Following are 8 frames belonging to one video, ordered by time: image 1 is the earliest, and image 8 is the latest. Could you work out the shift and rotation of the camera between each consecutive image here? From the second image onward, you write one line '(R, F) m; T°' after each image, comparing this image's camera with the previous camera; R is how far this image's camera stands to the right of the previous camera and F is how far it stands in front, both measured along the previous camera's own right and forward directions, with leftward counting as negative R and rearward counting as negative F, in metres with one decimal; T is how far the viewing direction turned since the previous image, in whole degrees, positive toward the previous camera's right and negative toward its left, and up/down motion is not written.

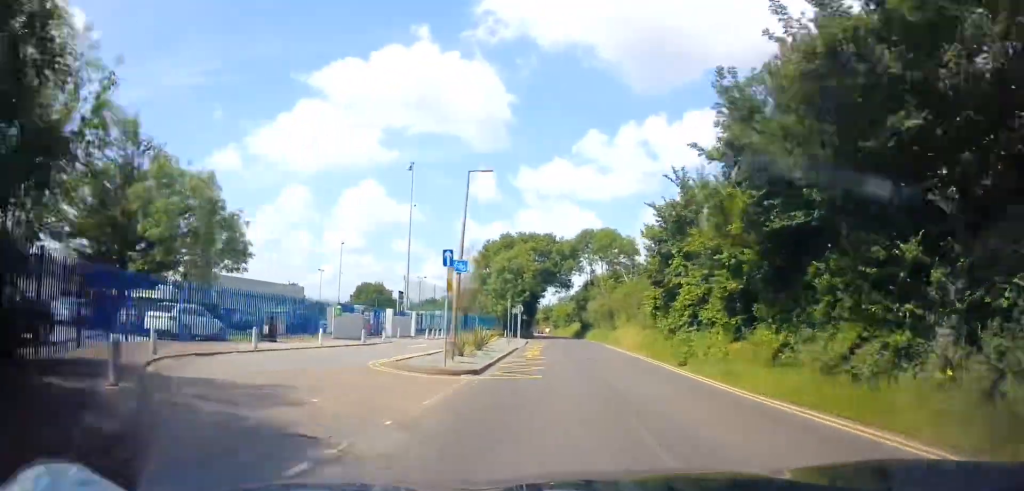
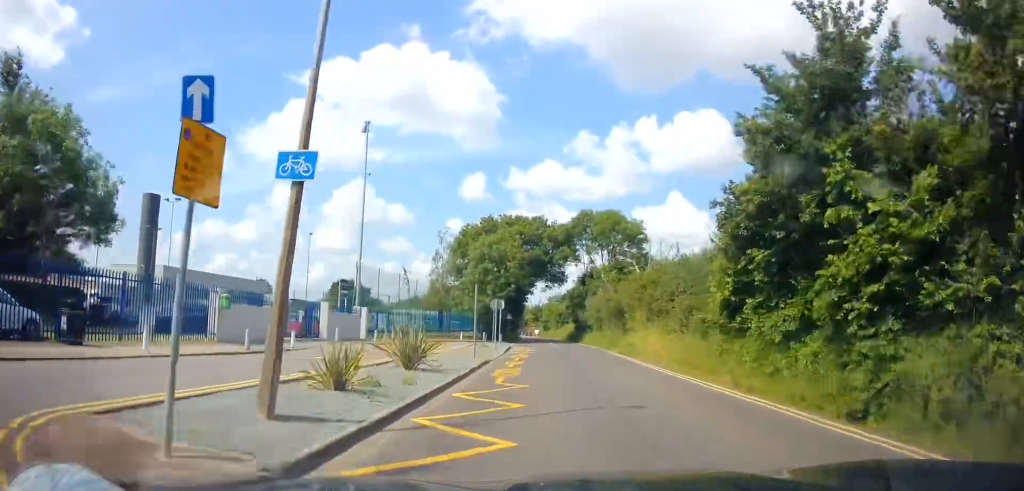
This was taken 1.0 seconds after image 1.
(0.0, +10.5) m; +3°
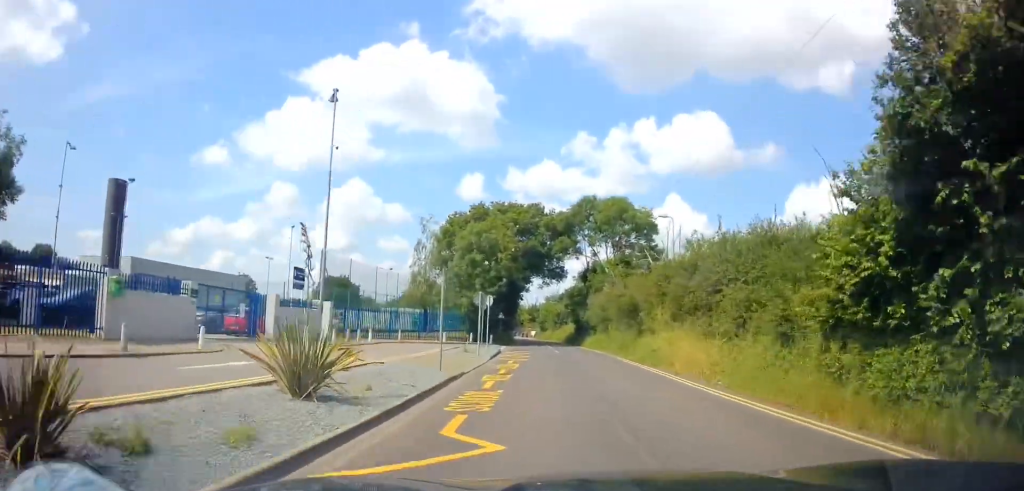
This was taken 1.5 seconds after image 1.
(+0.2, +6.2) m; +2°
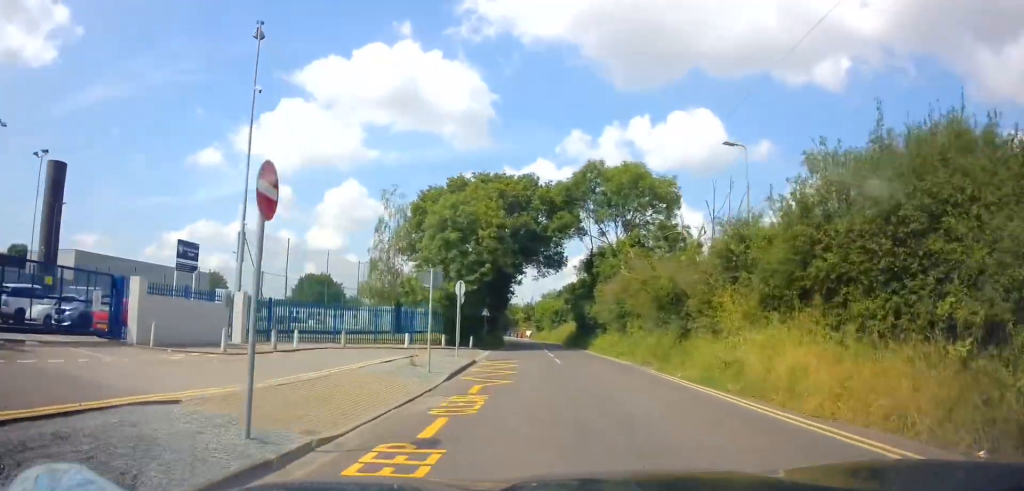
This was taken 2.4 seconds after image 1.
(+0.2, +9.4) m; +1°
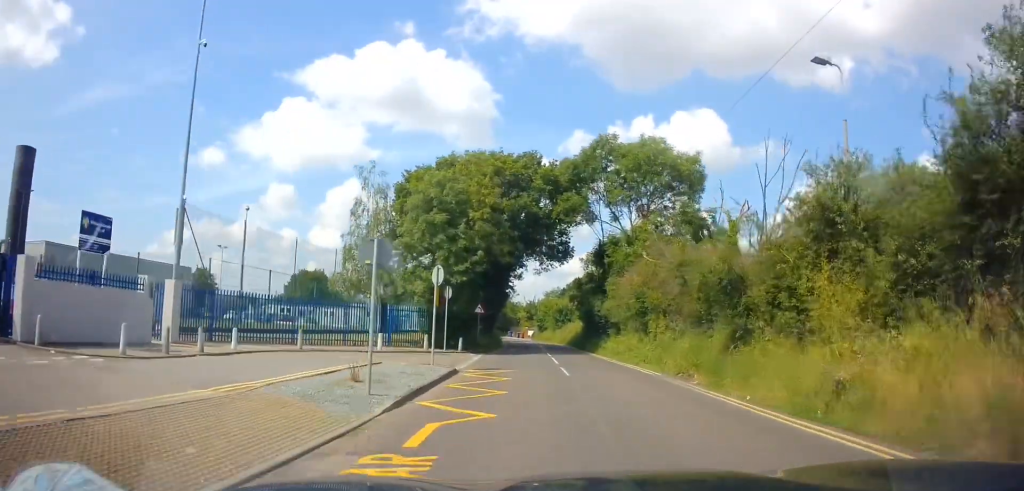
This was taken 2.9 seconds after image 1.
(+0.1, +5.1) m; -1°
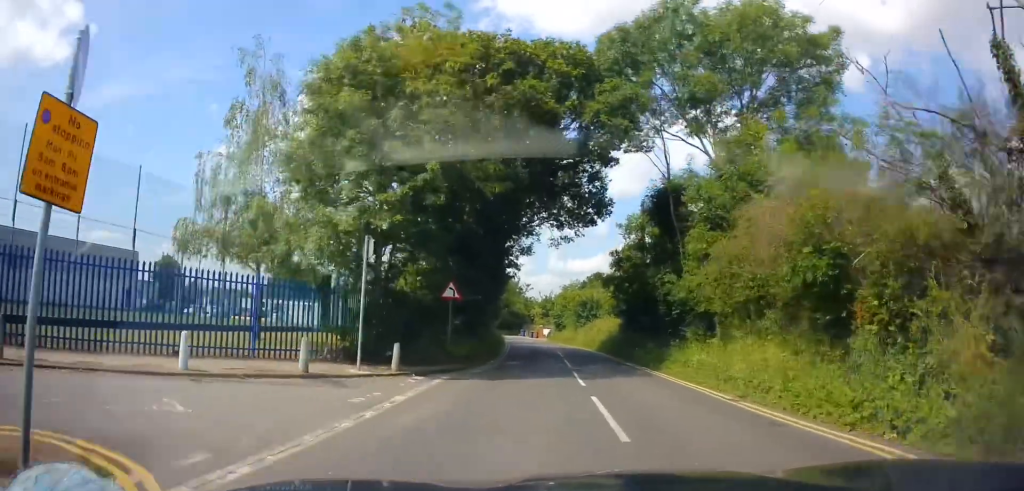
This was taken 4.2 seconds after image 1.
(-0.6, +14.6) m; -3°
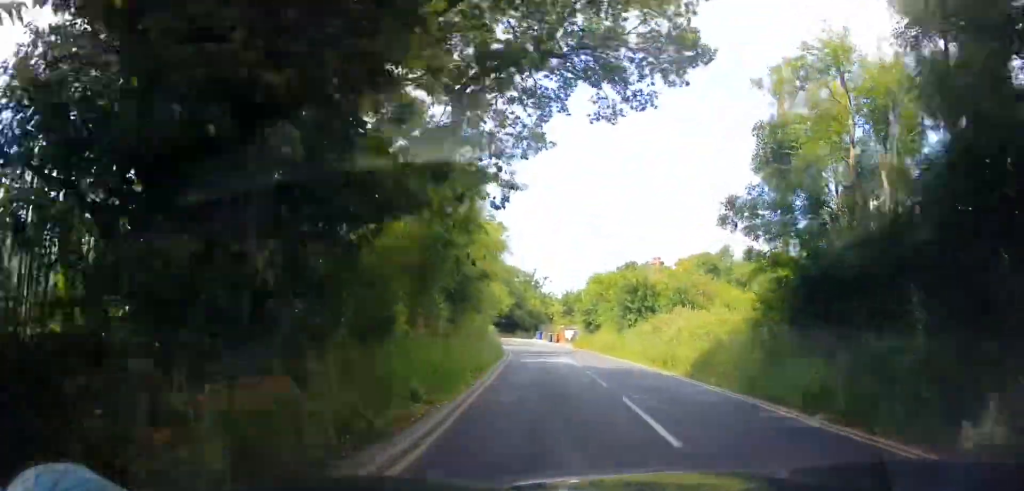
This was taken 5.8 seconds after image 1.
(-0.1, +18.0) m; +2°
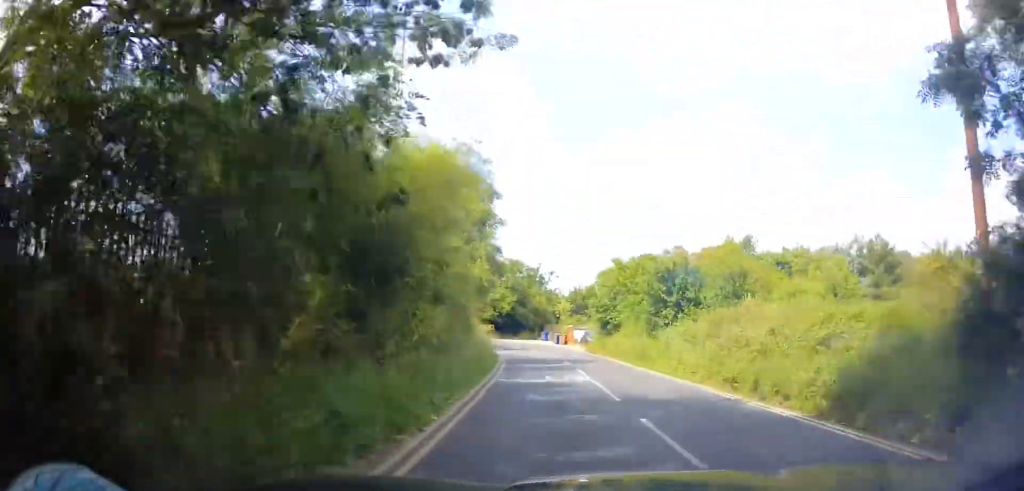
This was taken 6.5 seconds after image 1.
(+0.3, +7.7) m; +1°
